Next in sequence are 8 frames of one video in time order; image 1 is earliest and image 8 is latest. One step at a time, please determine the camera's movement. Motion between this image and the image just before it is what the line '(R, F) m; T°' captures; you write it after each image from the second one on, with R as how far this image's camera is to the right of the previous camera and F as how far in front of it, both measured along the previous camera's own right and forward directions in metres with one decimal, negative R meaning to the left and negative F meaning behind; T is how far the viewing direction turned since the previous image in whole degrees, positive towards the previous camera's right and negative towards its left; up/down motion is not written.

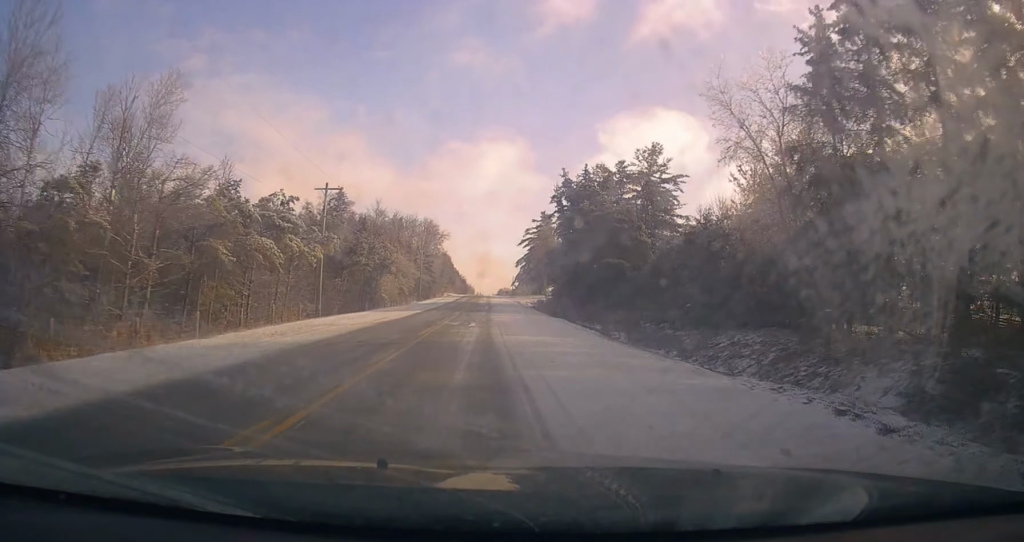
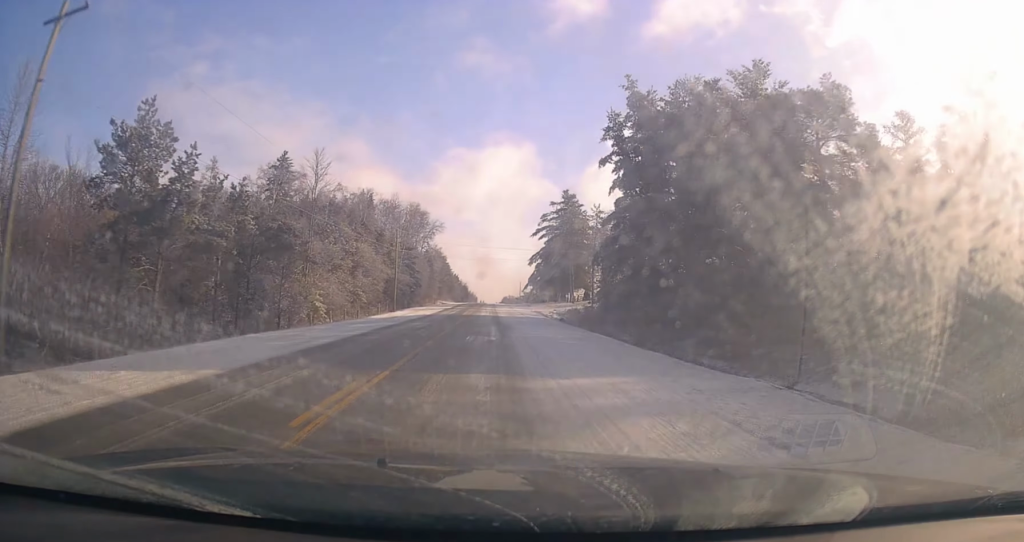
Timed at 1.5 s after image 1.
(0.0, +31.9) m; 0°
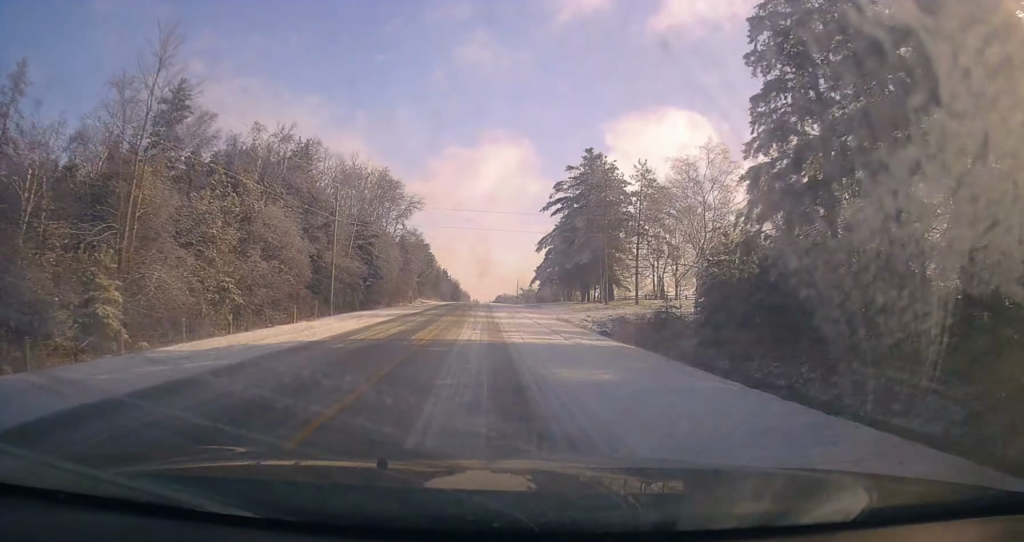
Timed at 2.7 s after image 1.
(0.0, +26.6) m; 0°
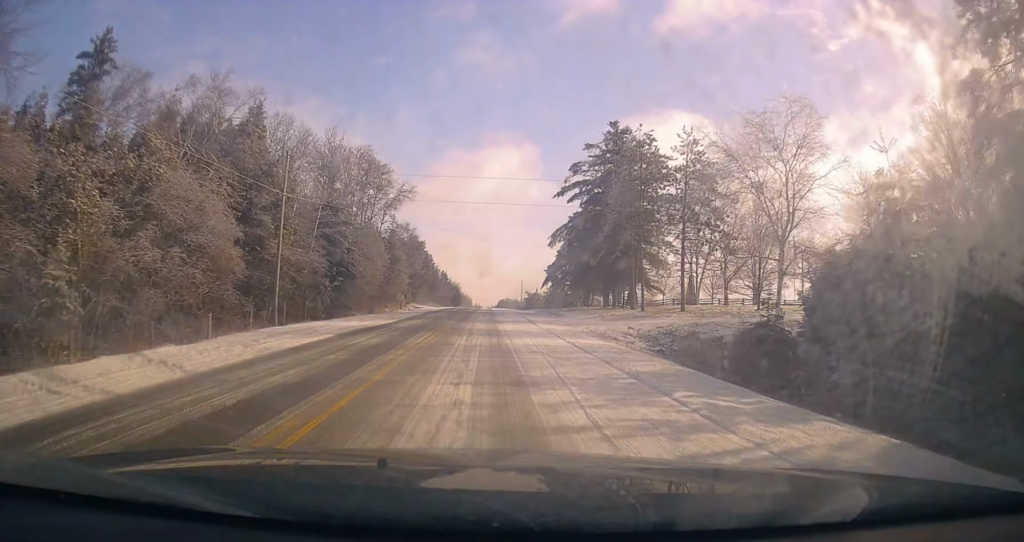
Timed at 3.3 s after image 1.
(0.0, +12.6) m; 0°
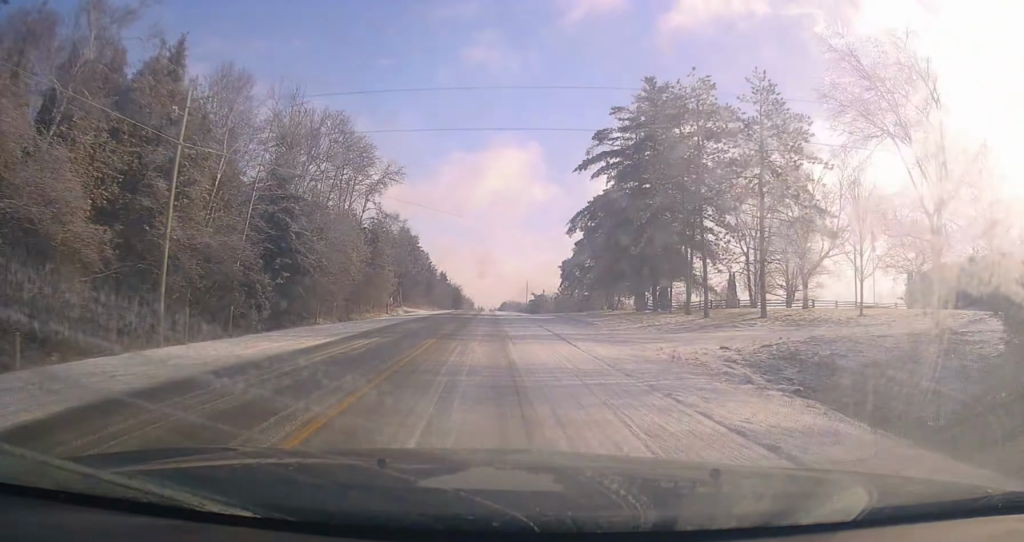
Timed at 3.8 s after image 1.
(0.0, +12.2) m; 0°
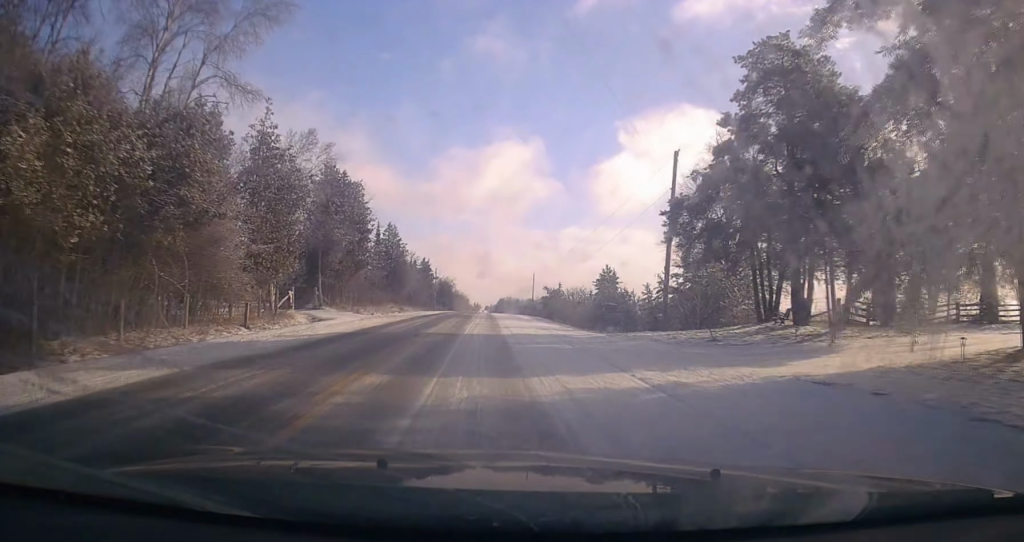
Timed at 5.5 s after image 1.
(0.0, +37.5) m; -1°
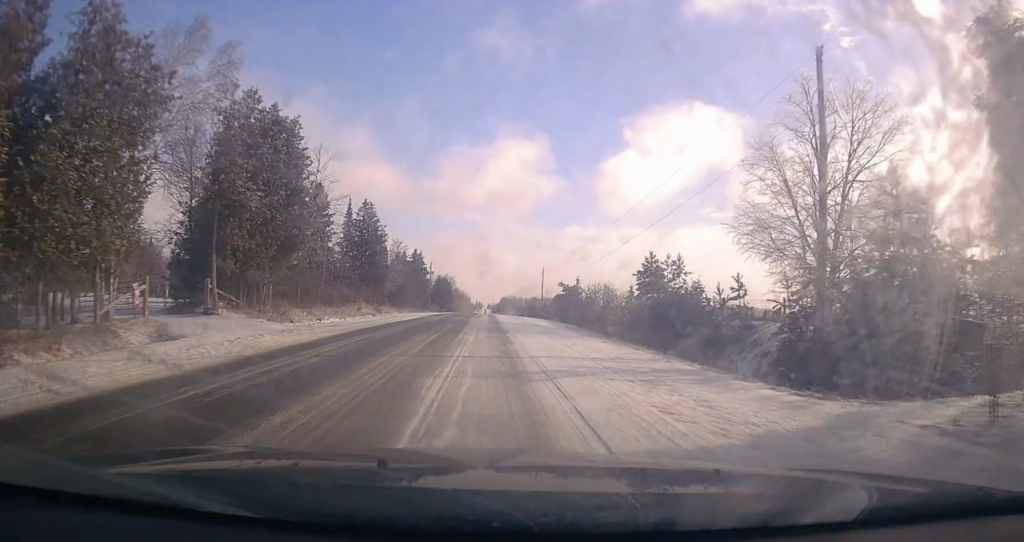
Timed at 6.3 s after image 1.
(-0.2, +18.1) m; 0°
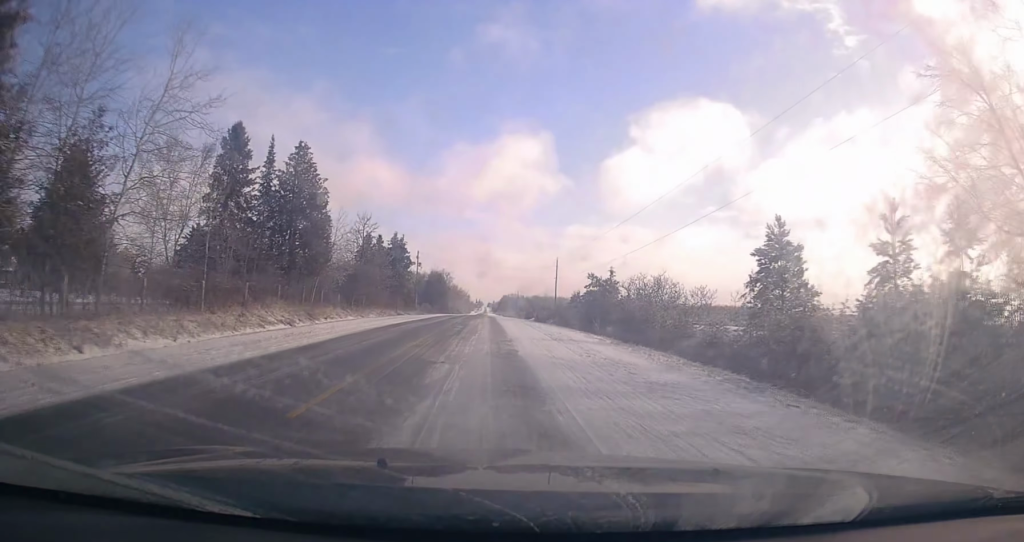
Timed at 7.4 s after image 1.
(+0.4, +23.3) m; +1°
